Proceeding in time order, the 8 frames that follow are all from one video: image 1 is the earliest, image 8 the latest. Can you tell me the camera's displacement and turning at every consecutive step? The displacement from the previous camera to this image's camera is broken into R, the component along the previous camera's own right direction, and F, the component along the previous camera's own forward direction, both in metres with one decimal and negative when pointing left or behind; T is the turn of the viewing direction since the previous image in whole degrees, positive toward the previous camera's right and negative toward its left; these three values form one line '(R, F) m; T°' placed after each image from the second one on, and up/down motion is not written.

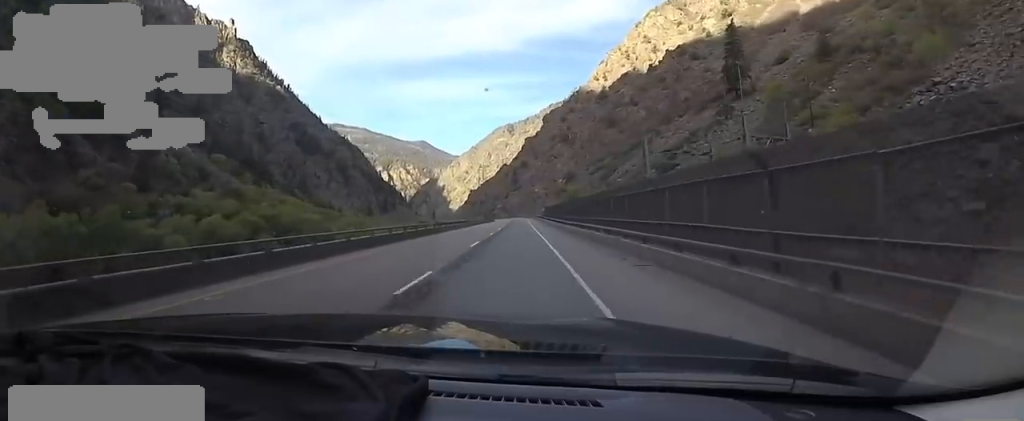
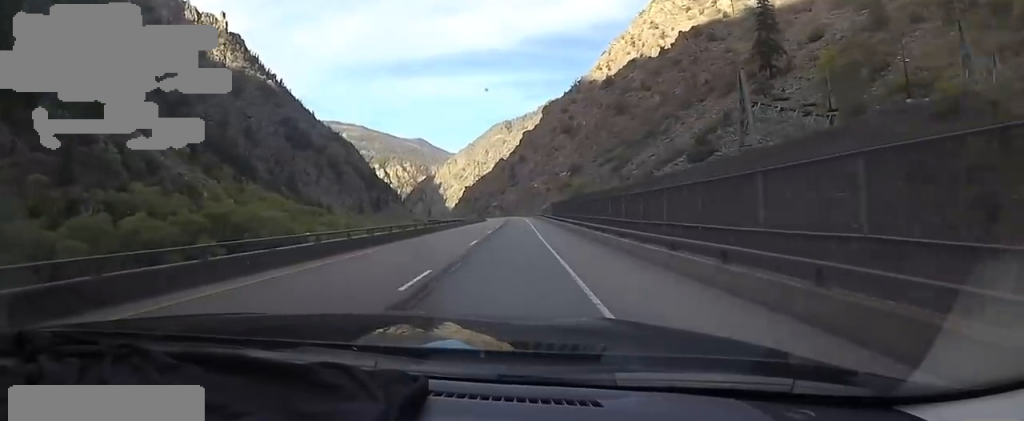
(+0.3, +24.4) m; +1°
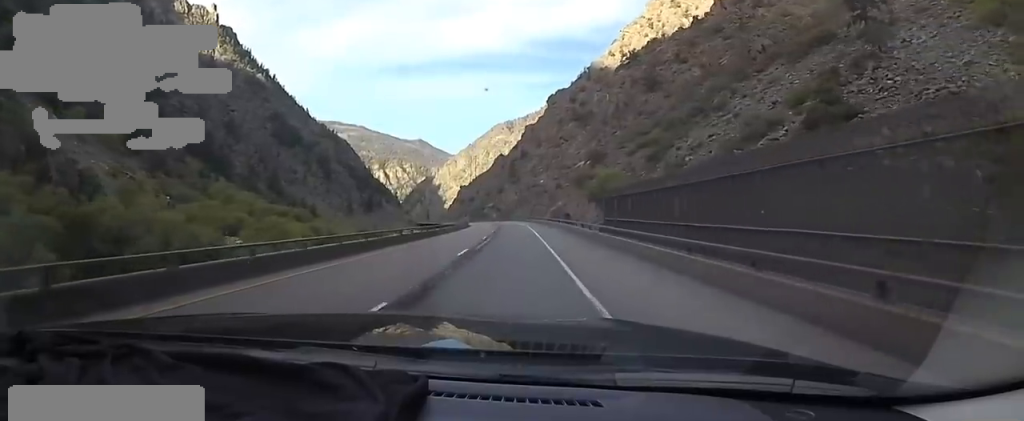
(+0.1, +40.9) m; +2°
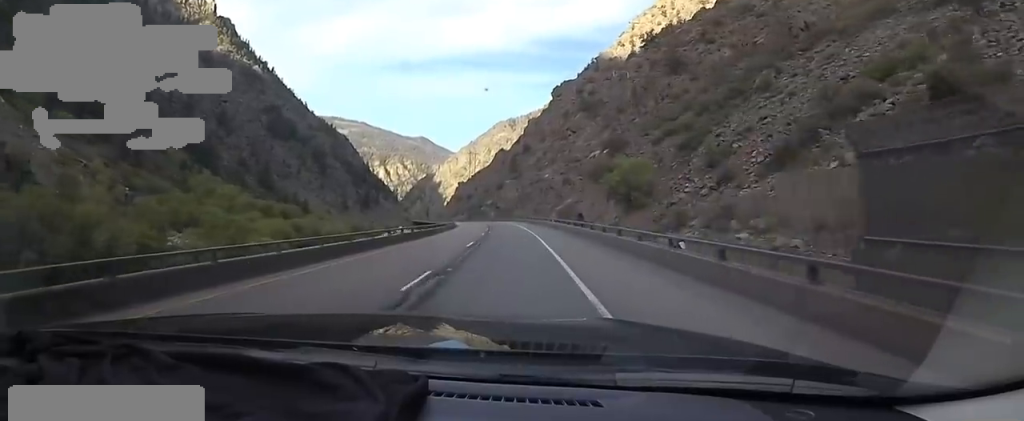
(+1.0, +19.9) m; 0°
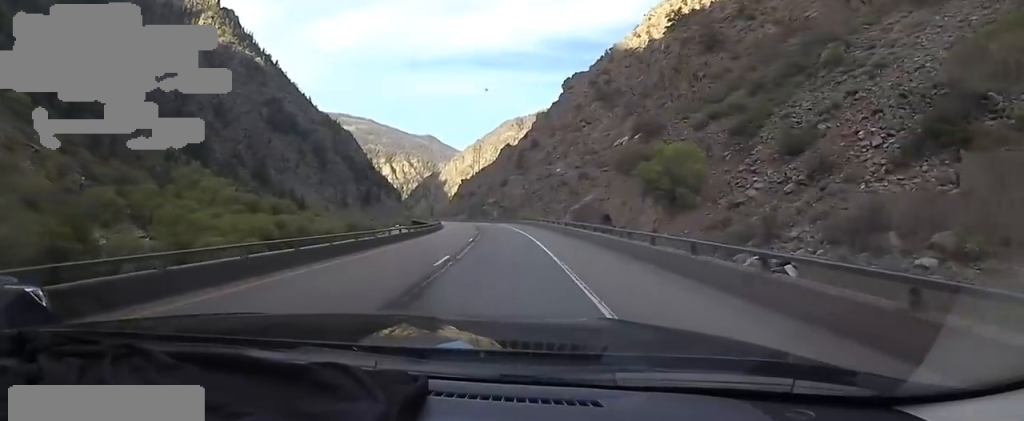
(-0.7, +20.0) m; -2°
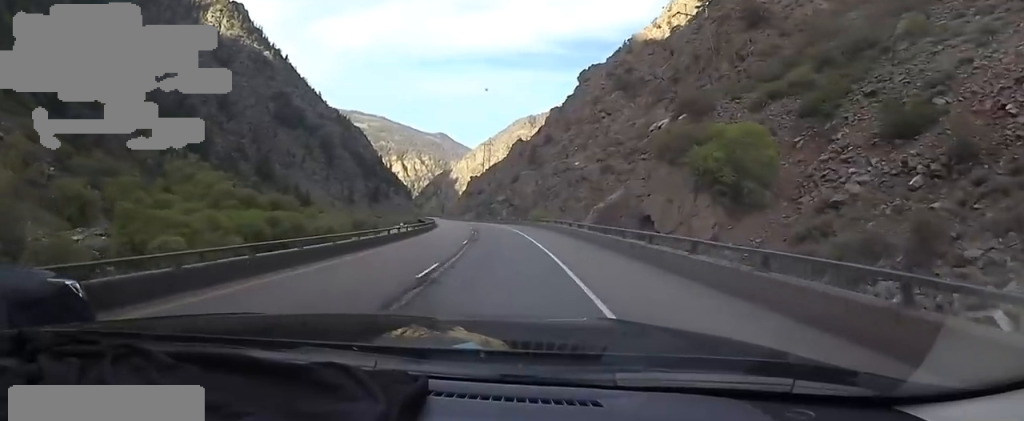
(-0.2, +15.1) m; -2°
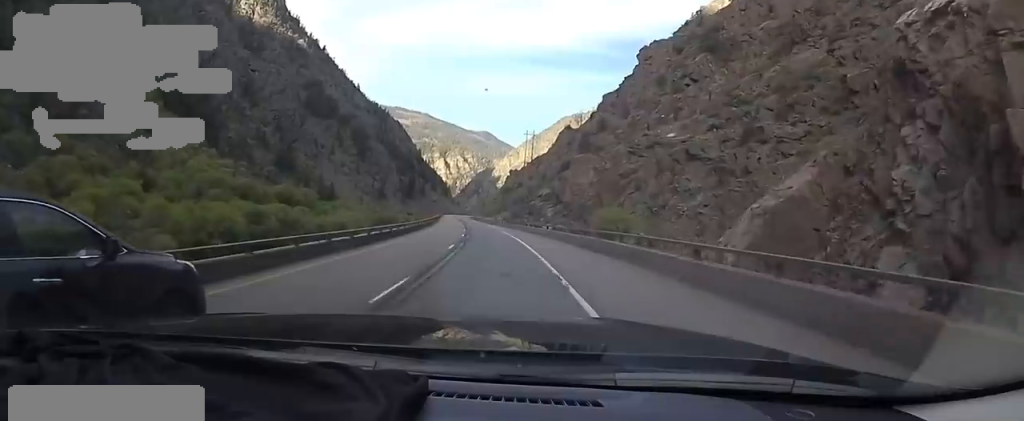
(-3.0, +40.1) m; -7°
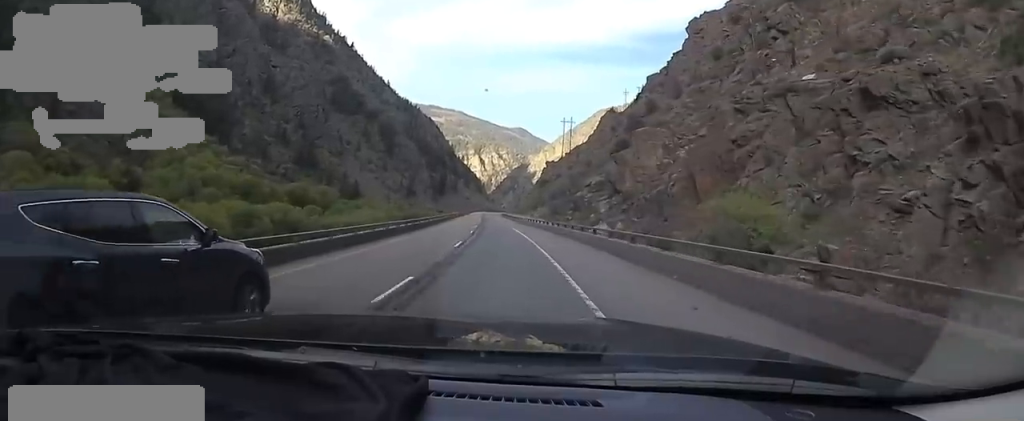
(+0.5, +26.2) m; 0°
